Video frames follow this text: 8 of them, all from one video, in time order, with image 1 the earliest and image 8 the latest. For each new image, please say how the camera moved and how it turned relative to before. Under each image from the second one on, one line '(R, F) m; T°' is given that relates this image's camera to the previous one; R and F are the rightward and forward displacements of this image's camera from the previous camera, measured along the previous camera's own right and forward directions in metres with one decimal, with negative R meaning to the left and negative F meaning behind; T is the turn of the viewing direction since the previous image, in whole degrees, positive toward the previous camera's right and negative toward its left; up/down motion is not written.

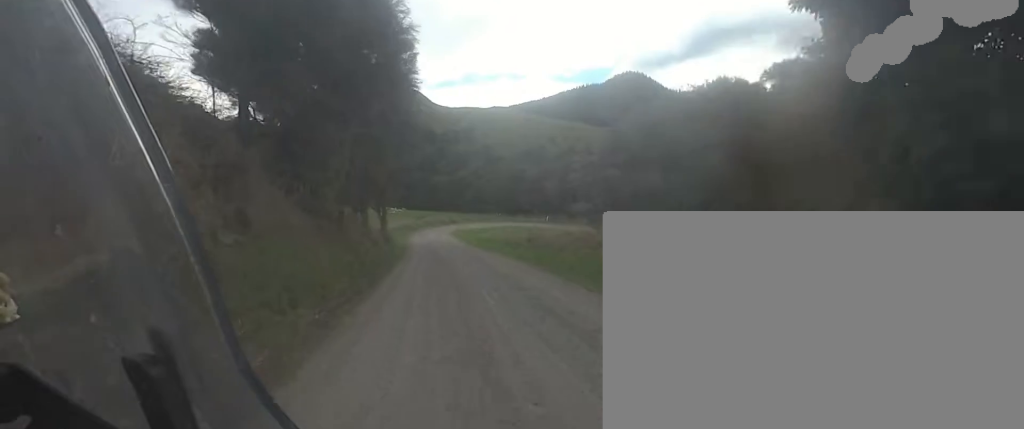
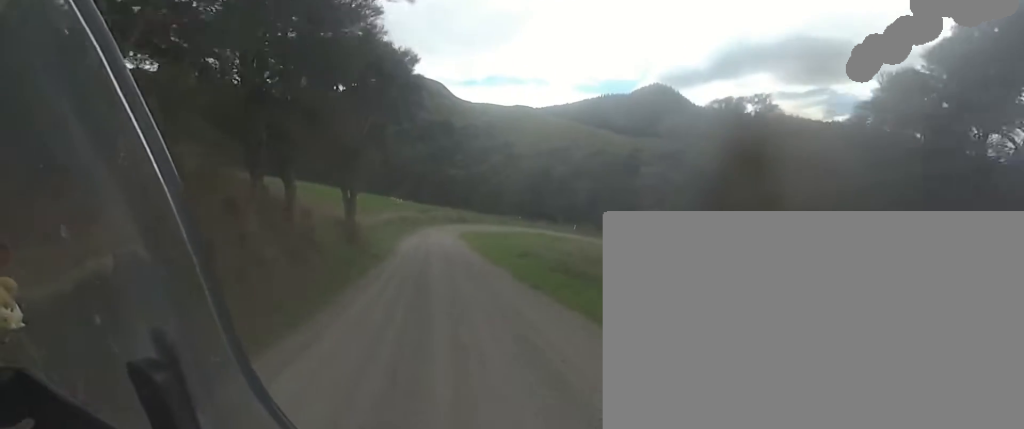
(-0.8, +14.3) m; -2°
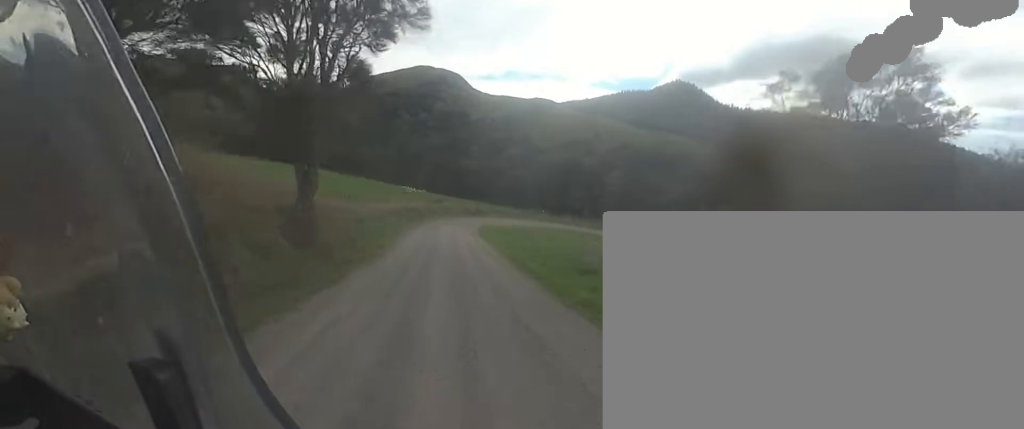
(0.0, +7.6) m; +1°
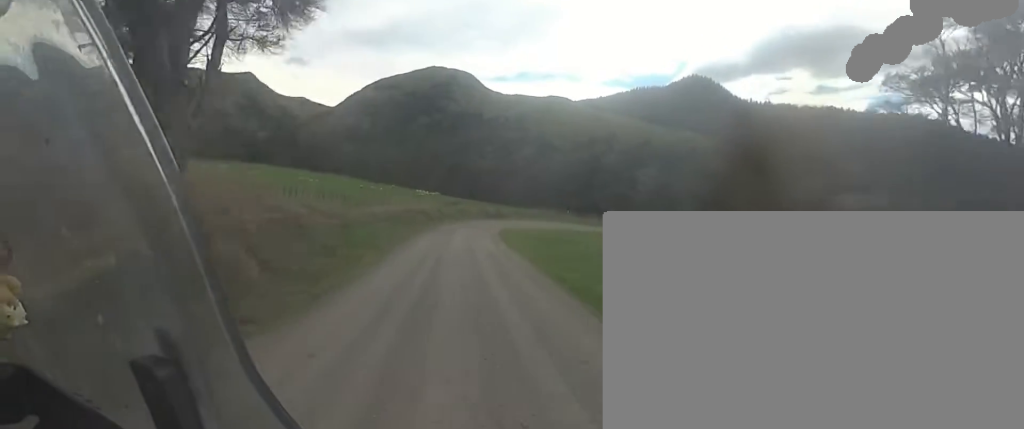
(+0.4, +6.5) m; +2°
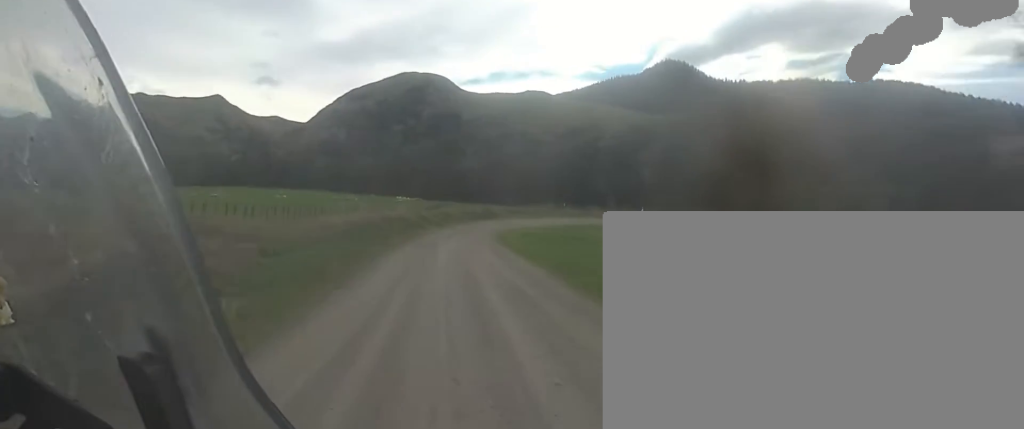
(+0.1, +6.1) m; +1°
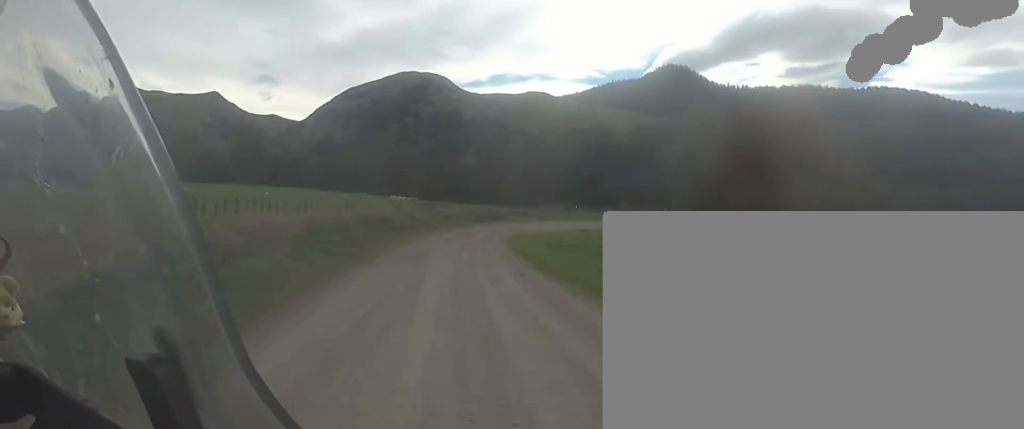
(0.0, +6.2) m; 0°
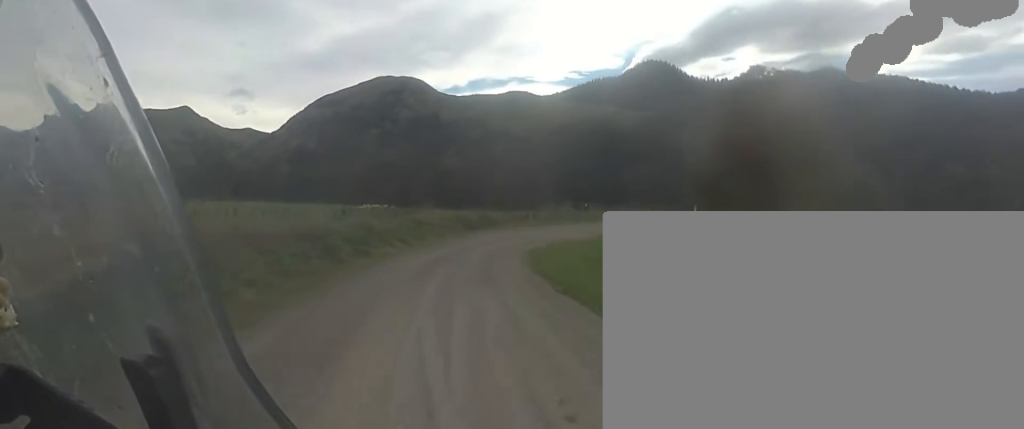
(0.0, +9.5) m; 0°
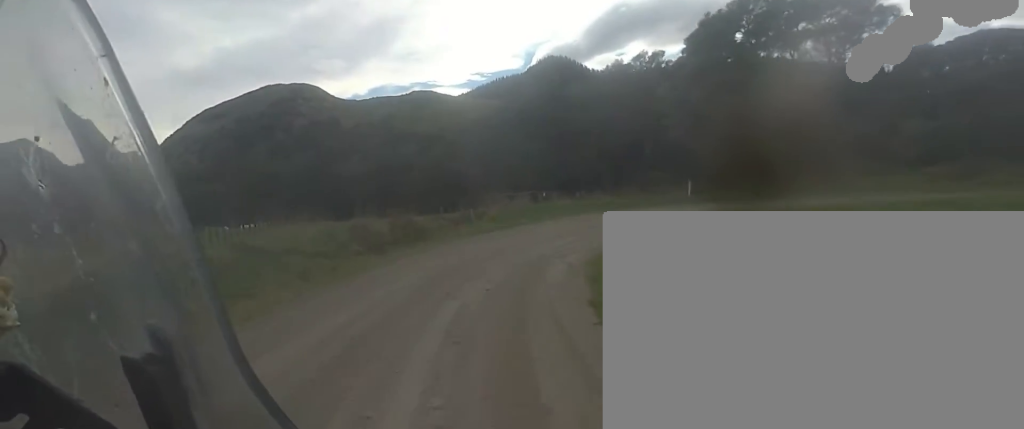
(+0.5, +12.4) m; +15°
